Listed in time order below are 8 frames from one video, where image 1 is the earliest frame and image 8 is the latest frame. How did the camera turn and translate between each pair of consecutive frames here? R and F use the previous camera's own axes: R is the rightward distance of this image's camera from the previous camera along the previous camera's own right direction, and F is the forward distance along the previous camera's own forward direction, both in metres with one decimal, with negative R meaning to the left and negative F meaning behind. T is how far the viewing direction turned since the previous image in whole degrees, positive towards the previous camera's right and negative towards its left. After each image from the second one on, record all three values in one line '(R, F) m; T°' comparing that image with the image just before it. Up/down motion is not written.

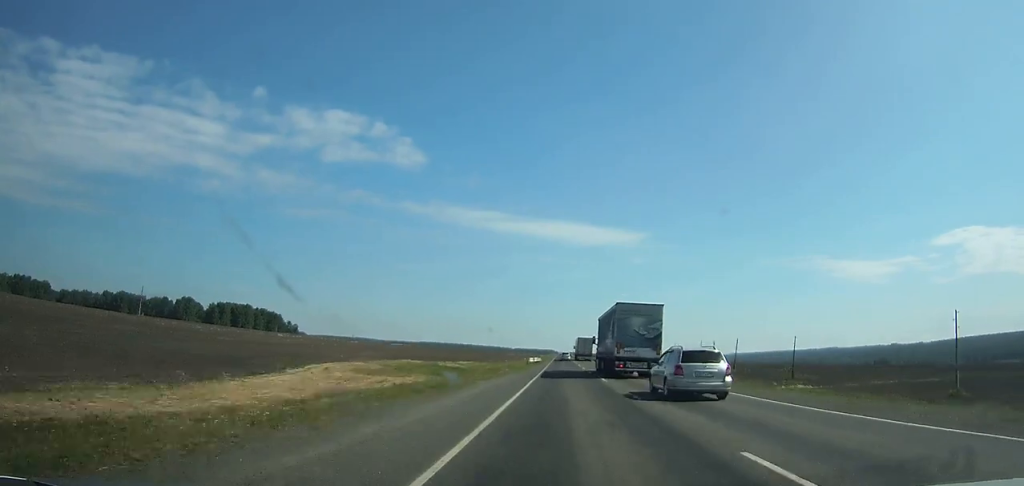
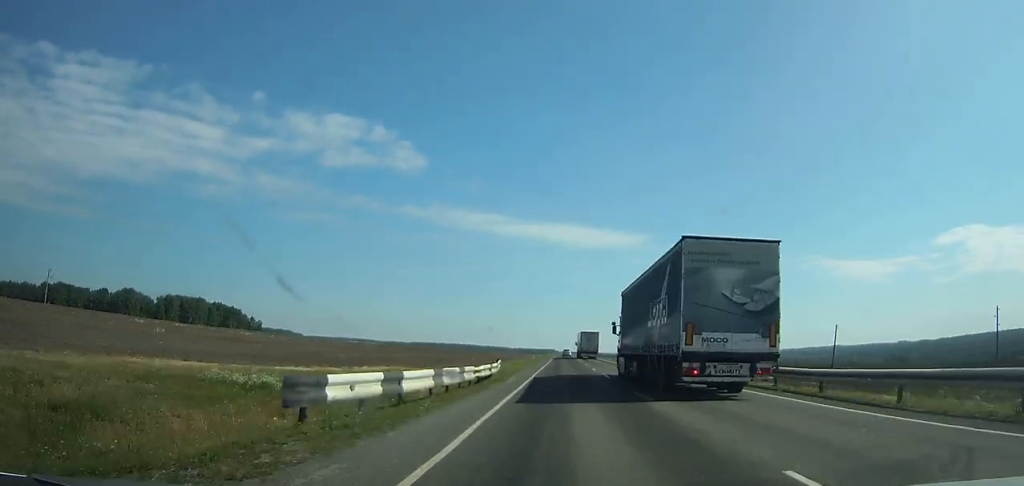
(0.0, +61.8) m; 0°
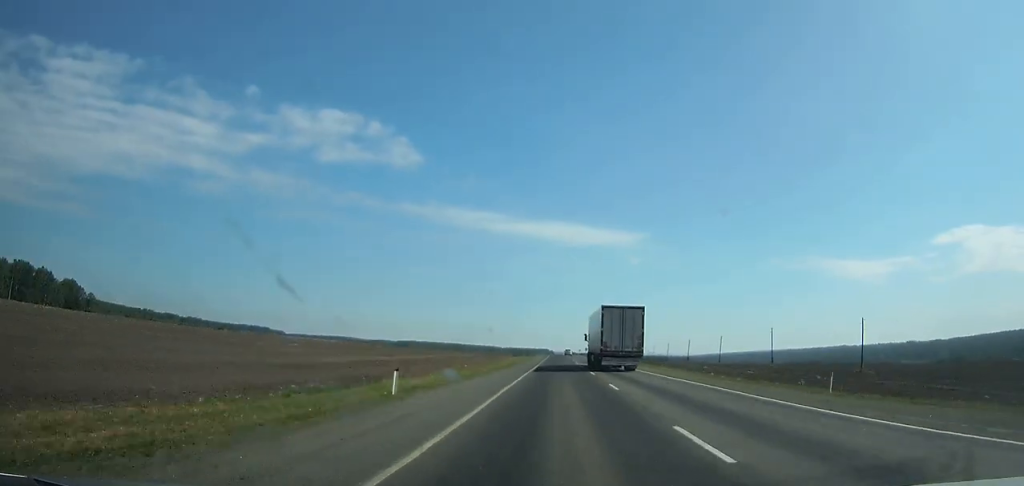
(+0.4, +164.5) m; 0°
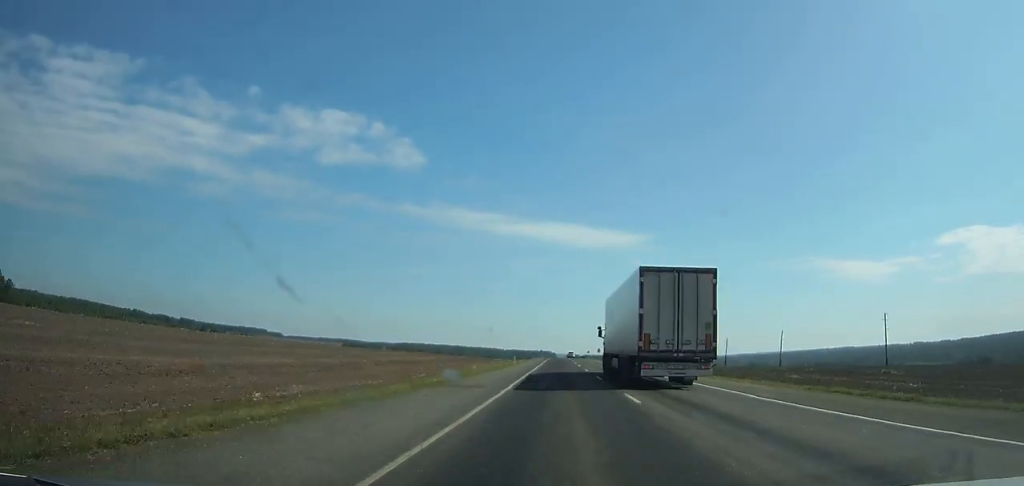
(-0.1, +52.9) m; 0°
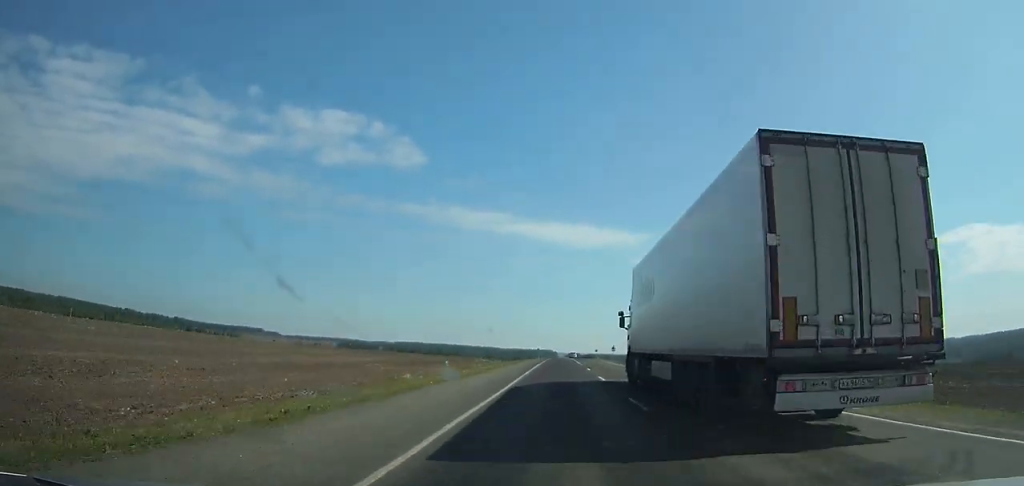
(0.0, +38.4) m; 0°
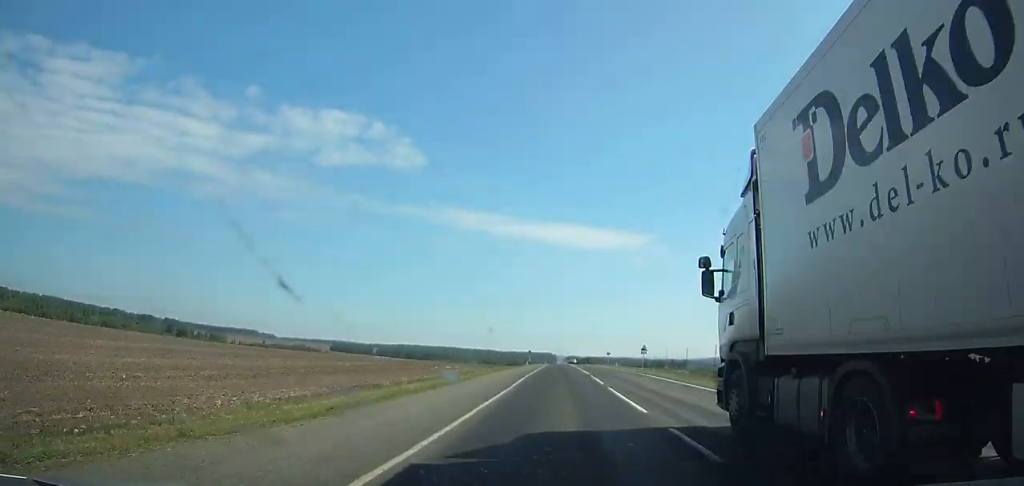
(-0.2, +41.4) m; 0°
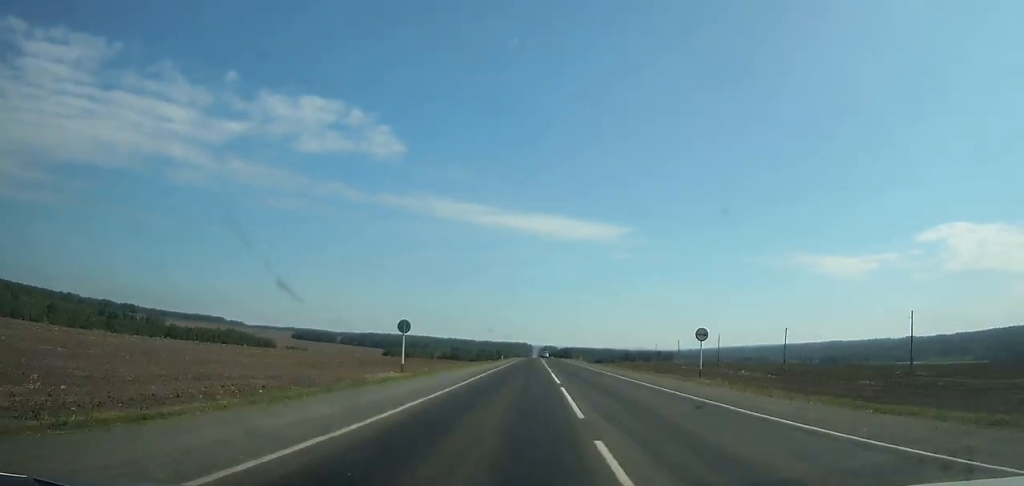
(+0.8, +85.8) m; 0°
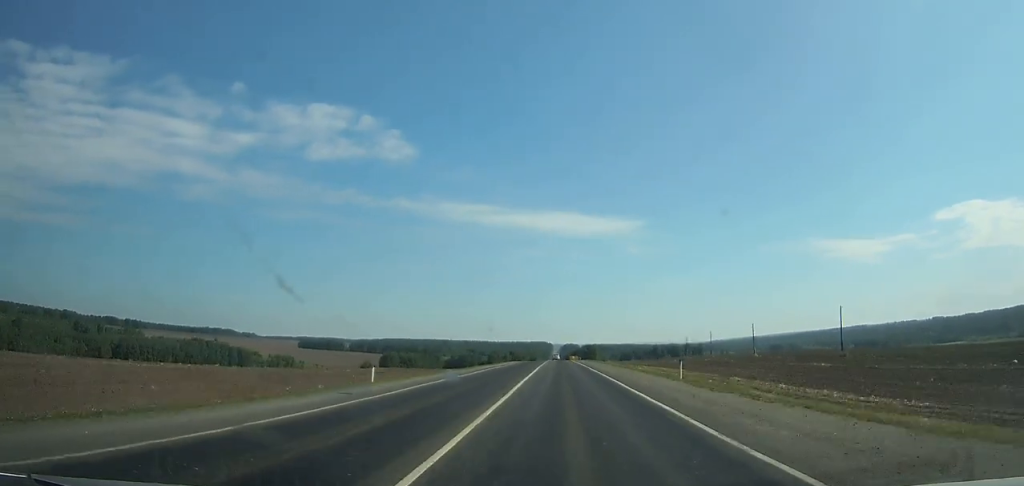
(-0.1, +73.2) m; 0°
